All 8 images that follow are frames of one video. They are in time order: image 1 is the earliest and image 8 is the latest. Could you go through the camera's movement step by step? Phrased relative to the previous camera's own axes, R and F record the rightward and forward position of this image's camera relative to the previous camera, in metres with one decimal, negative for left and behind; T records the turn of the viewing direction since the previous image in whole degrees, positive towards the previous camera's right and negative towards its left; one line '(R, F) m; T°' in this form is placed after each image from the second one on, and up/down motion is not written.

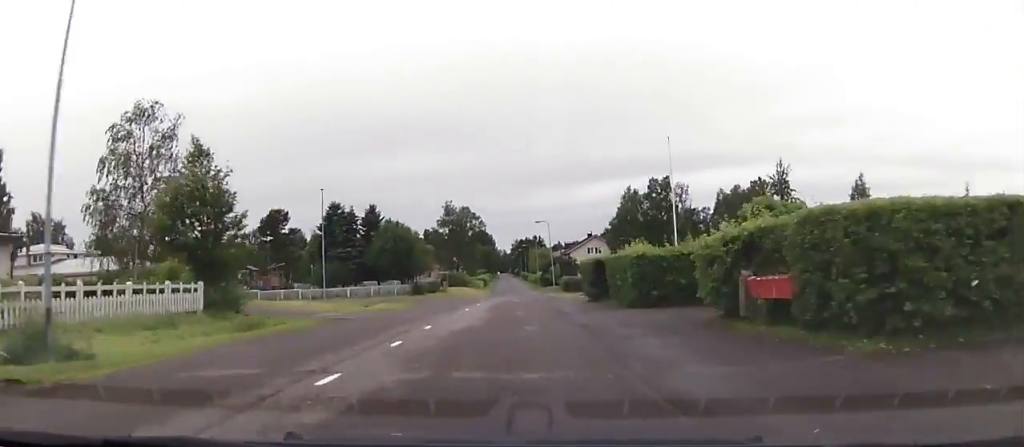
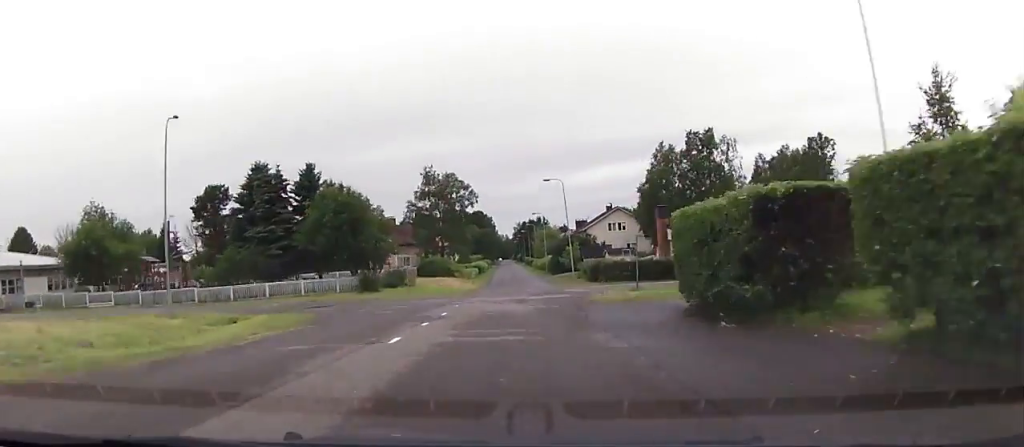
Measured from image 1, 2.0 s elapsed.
(+0.7, +23.5) m; +1°
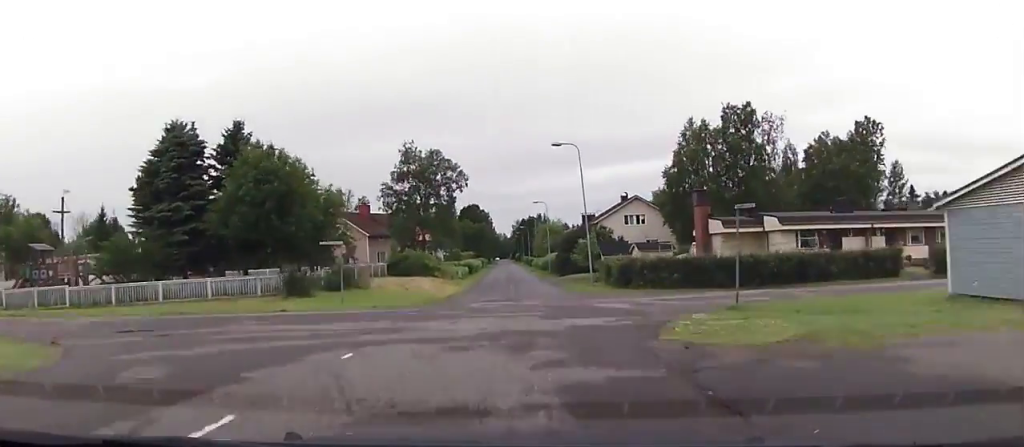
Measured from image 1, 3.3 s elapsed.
(-0.5, +15.0) m; 0°
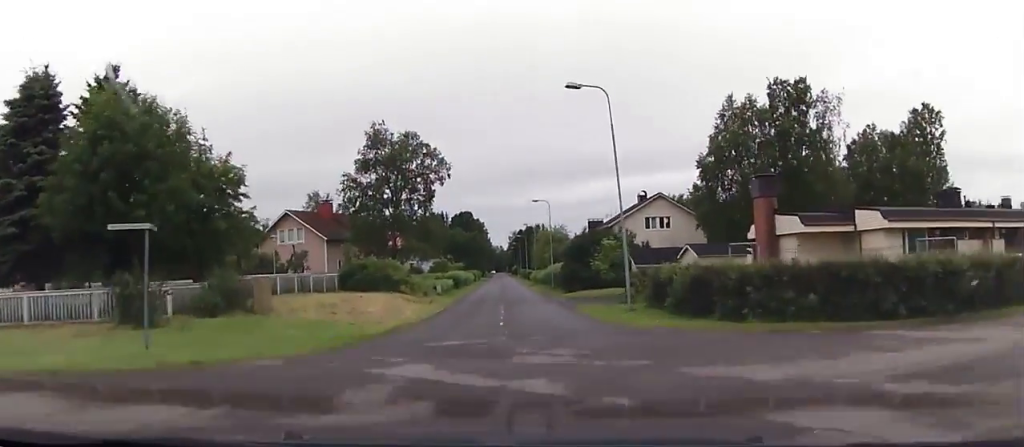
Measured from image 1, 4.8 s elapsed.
(+0.4, +16.0) m; 0°
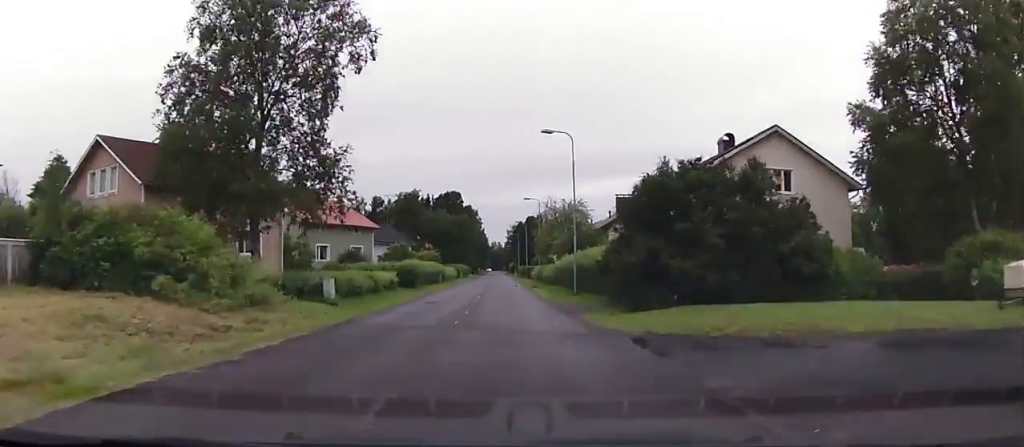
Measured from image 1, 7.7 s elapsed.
(-0.7, +29.5) m; -2°
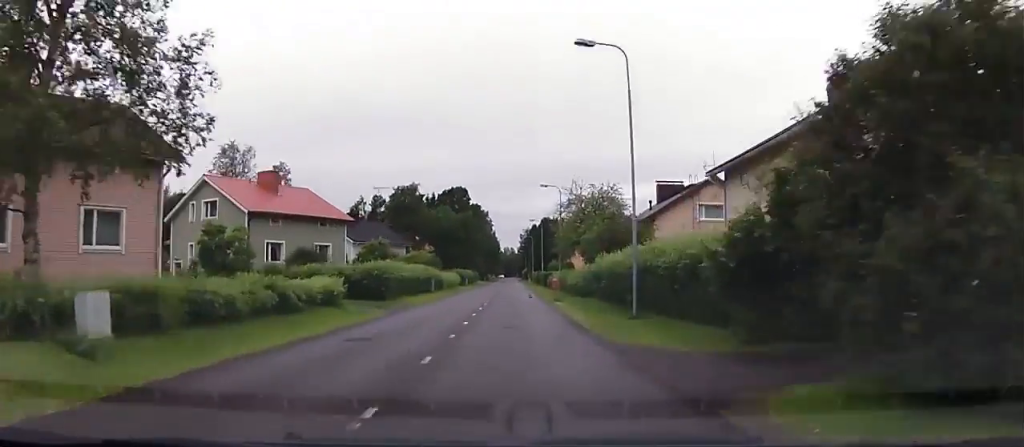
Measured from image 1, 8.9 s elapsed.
(+0.3, +13.4) m; 0°
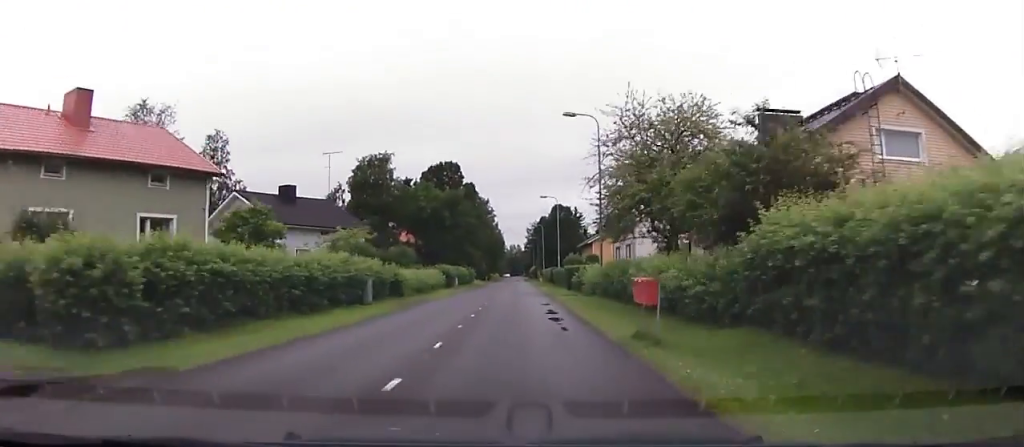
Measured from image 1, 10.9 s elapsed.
(0.0, +22.3) m; 0°
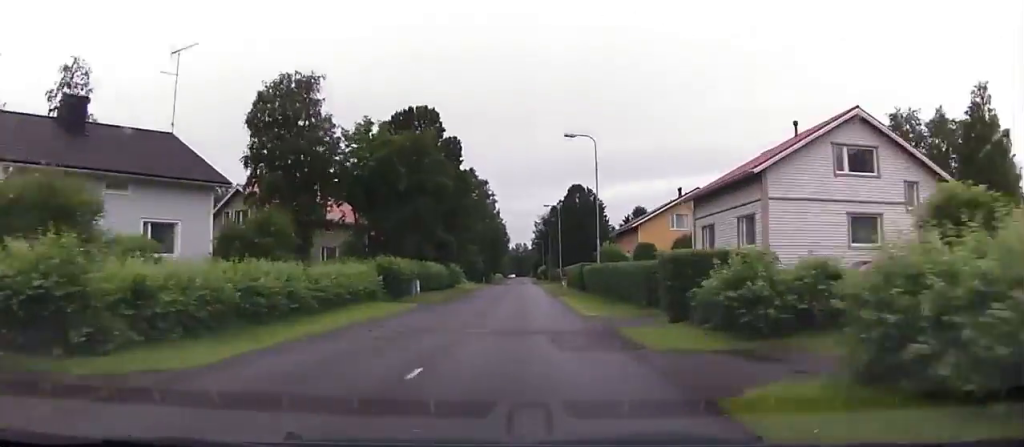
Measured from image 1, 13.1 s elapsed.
(0.0, +25.7) m; -1°
